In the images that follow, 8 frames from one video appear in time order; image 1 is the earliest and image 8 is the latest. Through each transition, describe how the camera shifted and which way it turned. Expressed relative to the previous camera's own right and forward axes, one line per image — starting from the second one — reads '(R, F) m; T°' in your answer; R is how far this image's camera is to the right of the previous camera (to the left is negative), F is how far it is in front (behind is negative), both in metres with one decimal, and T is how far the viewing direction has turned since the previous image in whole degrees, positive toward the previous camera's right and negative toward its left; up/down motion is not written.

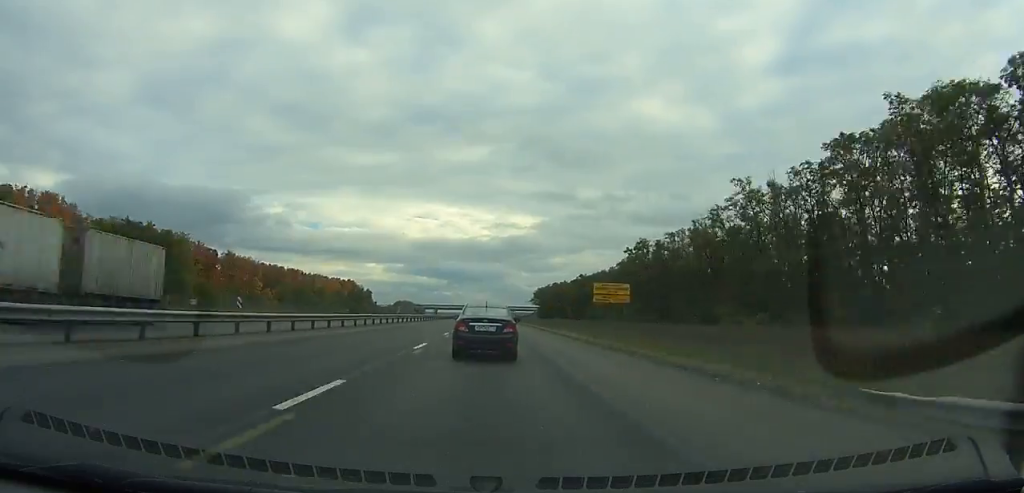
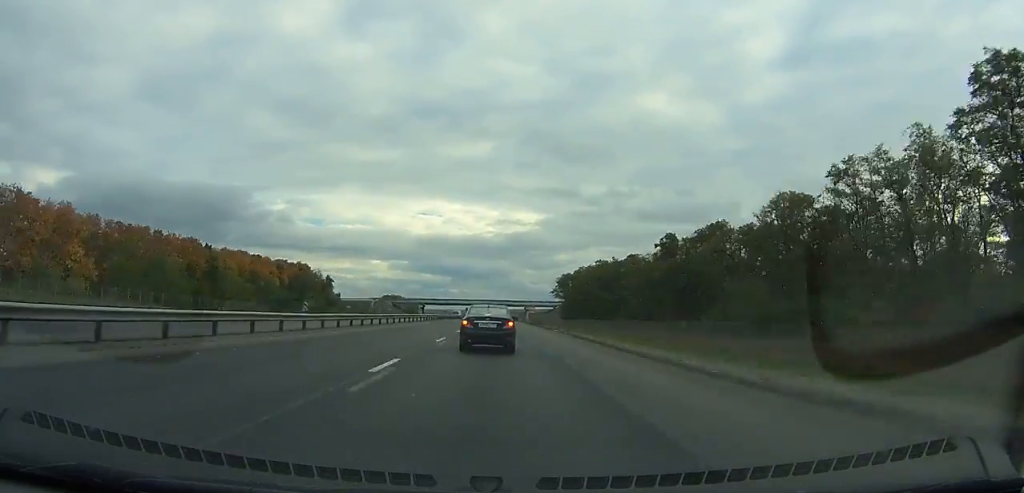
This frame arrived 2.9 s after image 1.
(-0.8, +78.5) m; -1°
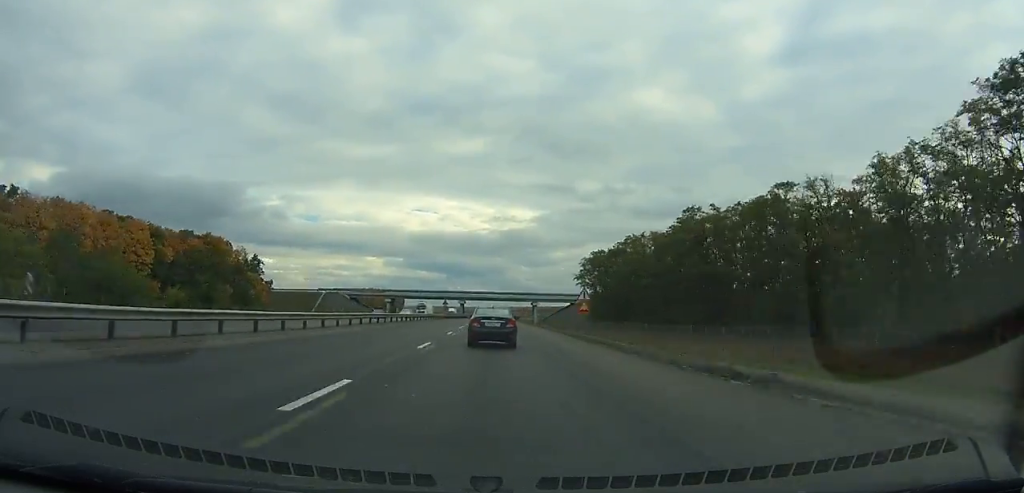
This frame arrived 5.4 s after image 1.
(-0.1, +66.5) m; 0°
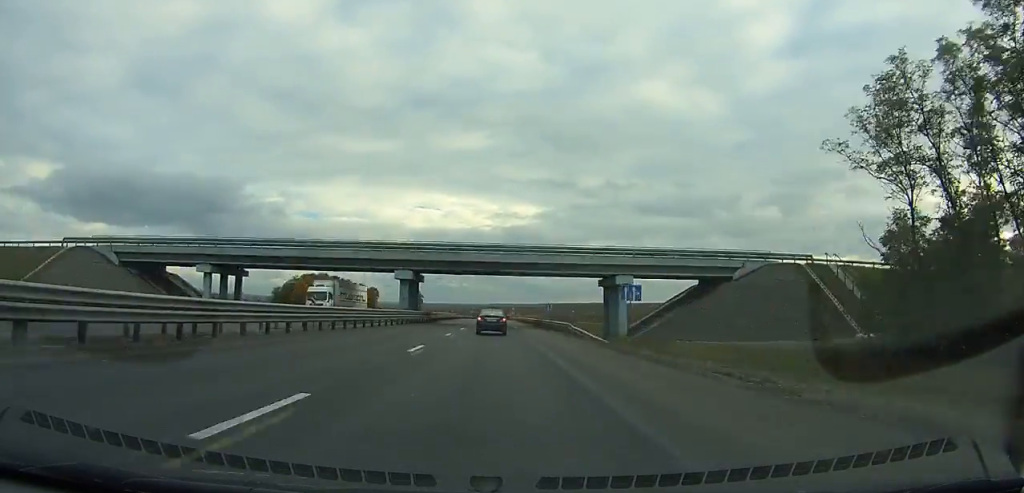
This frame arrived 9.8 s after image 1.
(0.0, +114.4) m; 0°
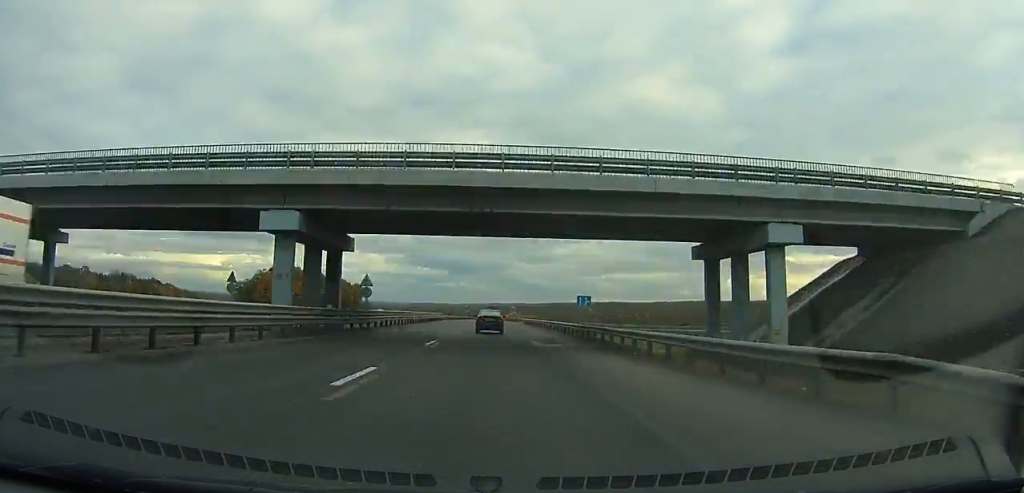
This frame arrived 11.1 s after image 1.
(0.0, +33.1) m; 0°
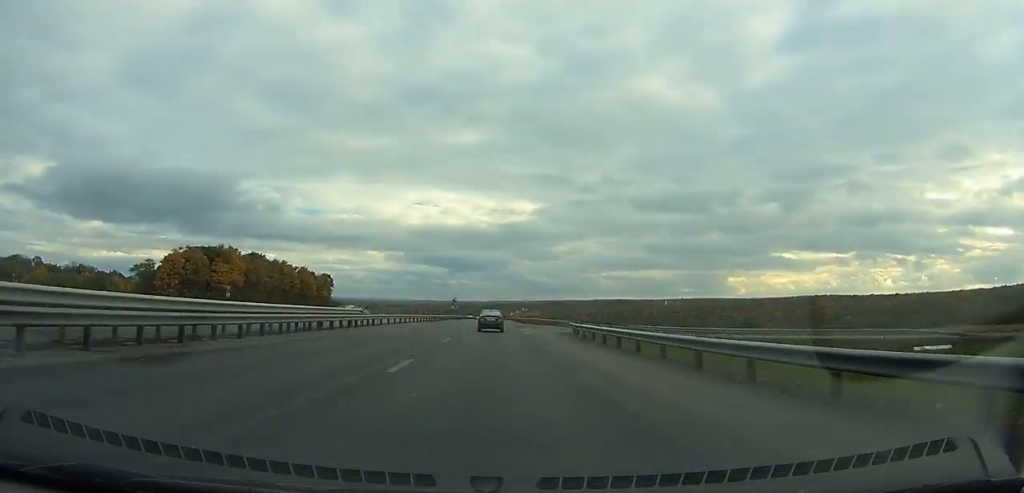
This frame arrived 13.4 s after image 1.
(0.0, +58.4) m; 0°
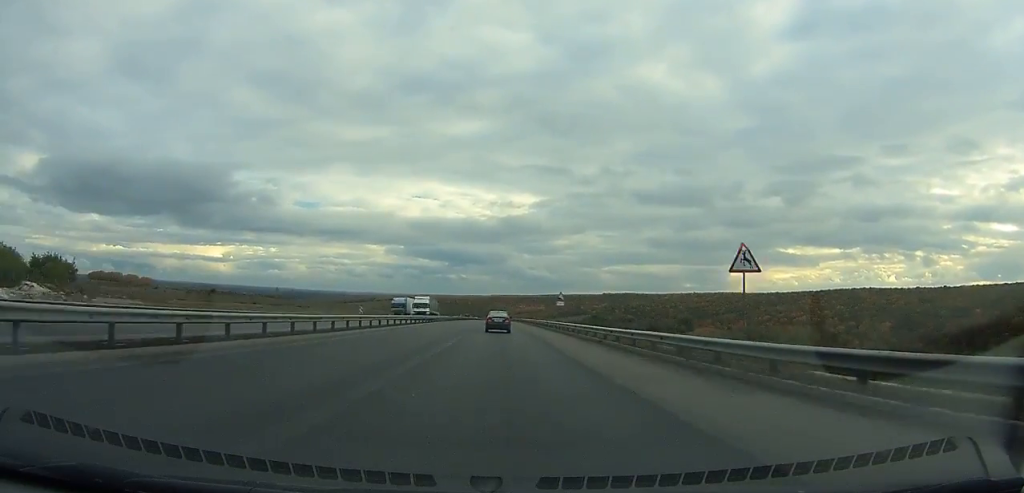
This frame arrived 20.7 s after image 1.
(+0.3, +186.5) m; 0°
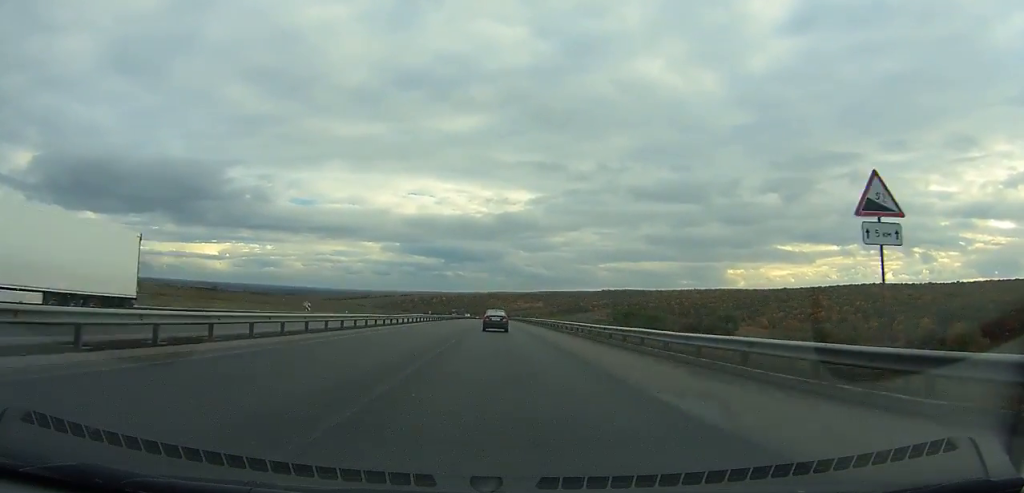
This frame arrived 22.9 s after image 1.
(-0.1, +57.5) m; 0°
